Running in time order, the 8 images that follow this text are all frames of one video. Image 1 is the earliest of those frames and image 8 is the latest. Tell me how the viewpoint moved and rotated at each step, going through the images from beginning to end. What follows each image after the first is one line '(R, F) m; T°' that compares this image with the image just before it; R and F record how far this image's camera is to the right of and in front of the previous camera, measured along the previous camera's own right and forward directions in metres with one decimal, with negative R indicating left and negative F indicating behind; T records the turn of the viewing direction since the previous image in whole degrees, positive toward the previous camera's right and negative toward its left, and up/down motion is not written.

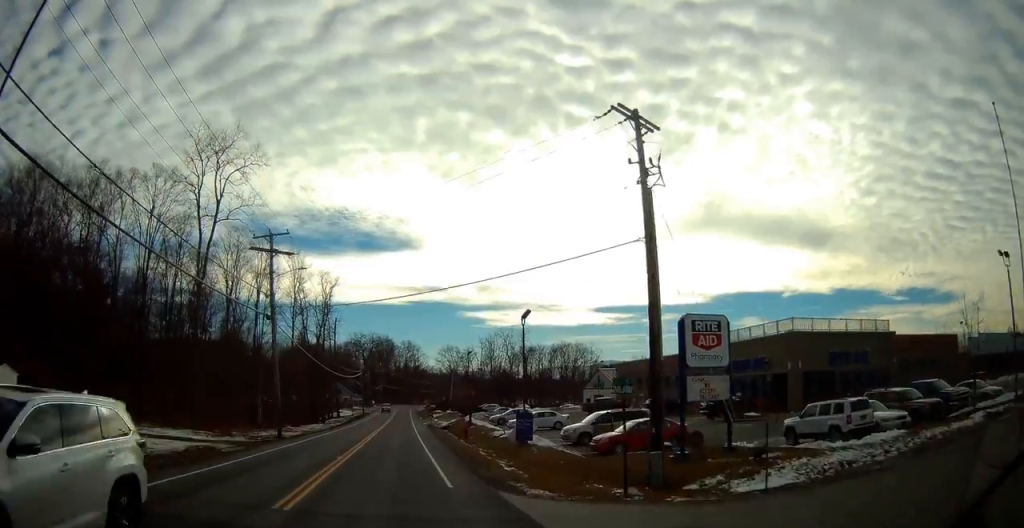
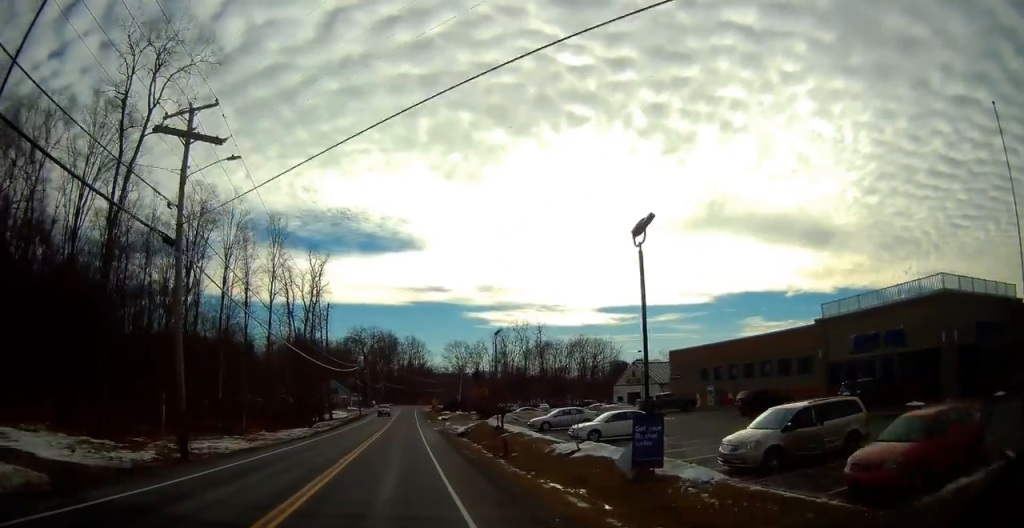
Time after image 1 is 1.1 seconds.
(0.0, +15.9) m; 0°
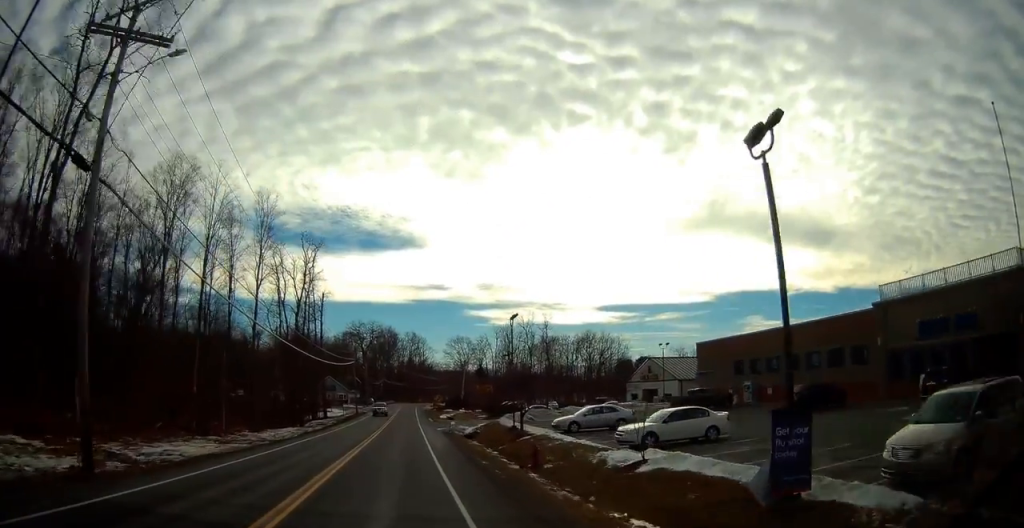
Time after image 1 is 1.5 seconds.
(0.0, +6.5) m; 0°
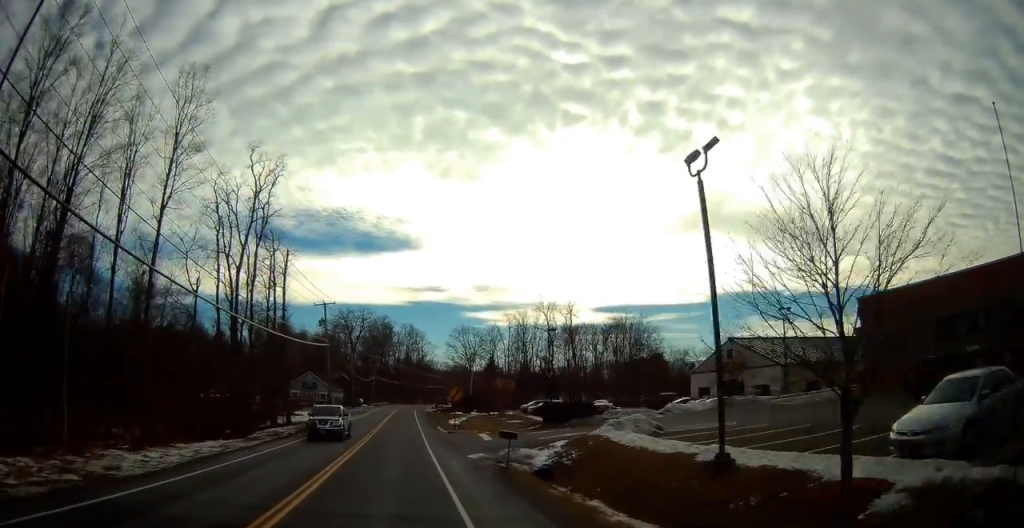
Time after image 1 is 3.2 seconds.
(0.0, +24.9) m; 0°
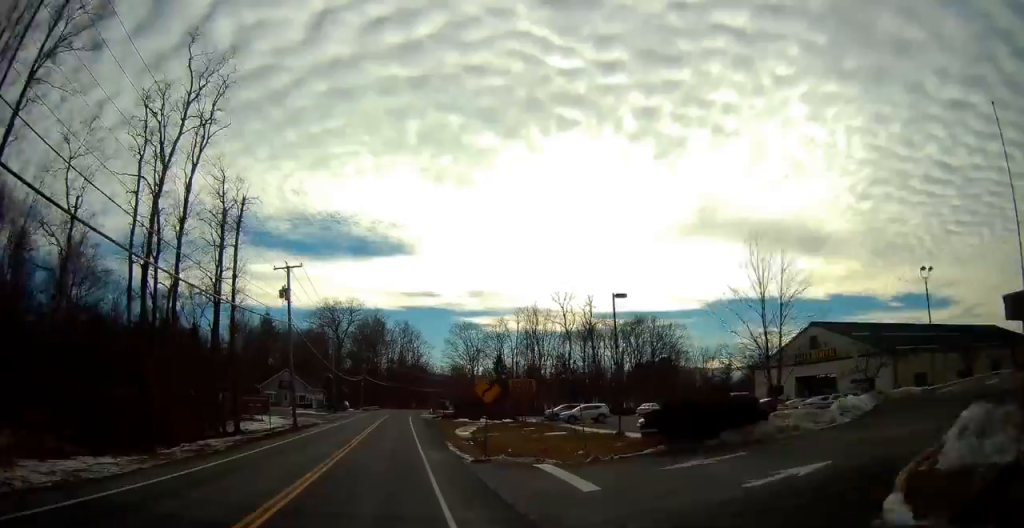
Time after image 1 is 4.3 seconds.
(0.0, +17.0) m; 0°
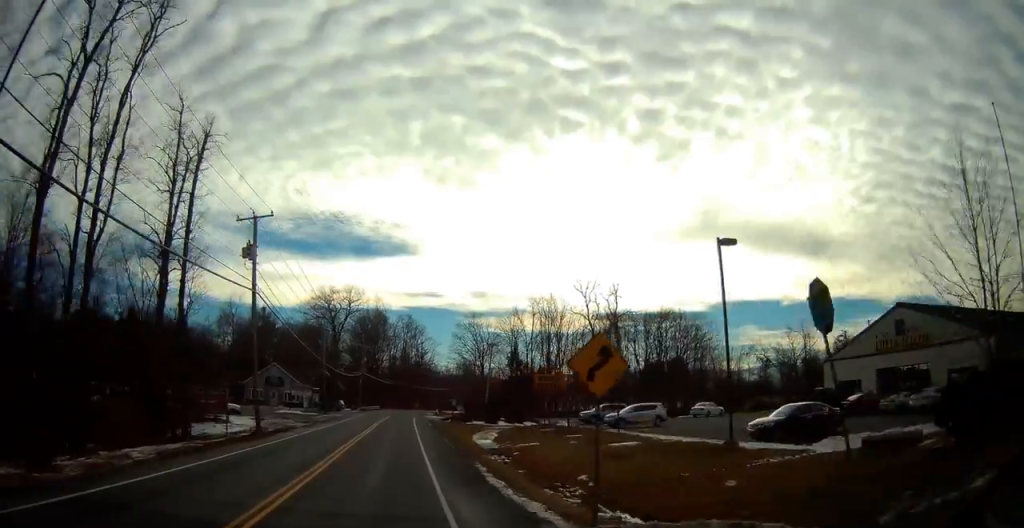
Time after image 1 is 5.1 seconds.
(0.0, +11.5) m; 0°
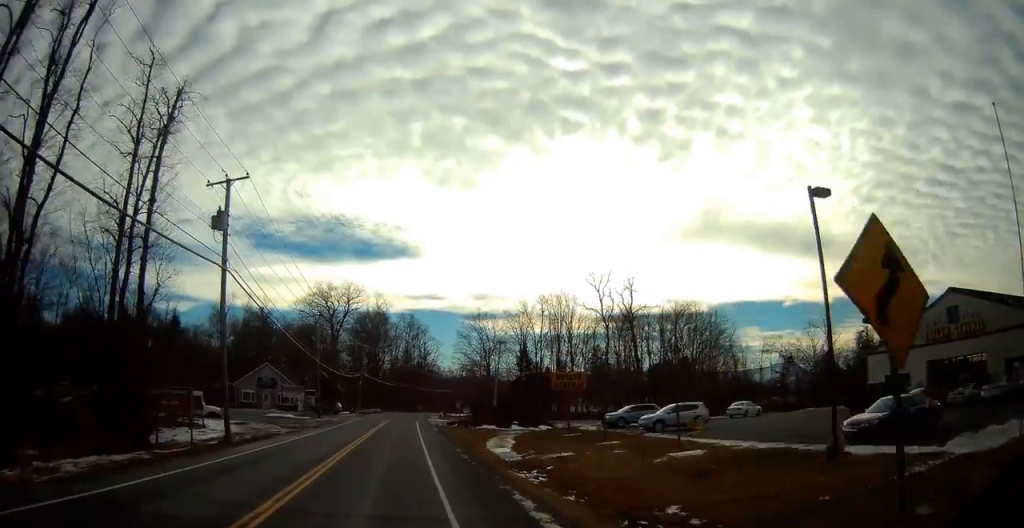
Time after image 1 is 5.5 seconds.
(0.0, +5.9) m; 0°
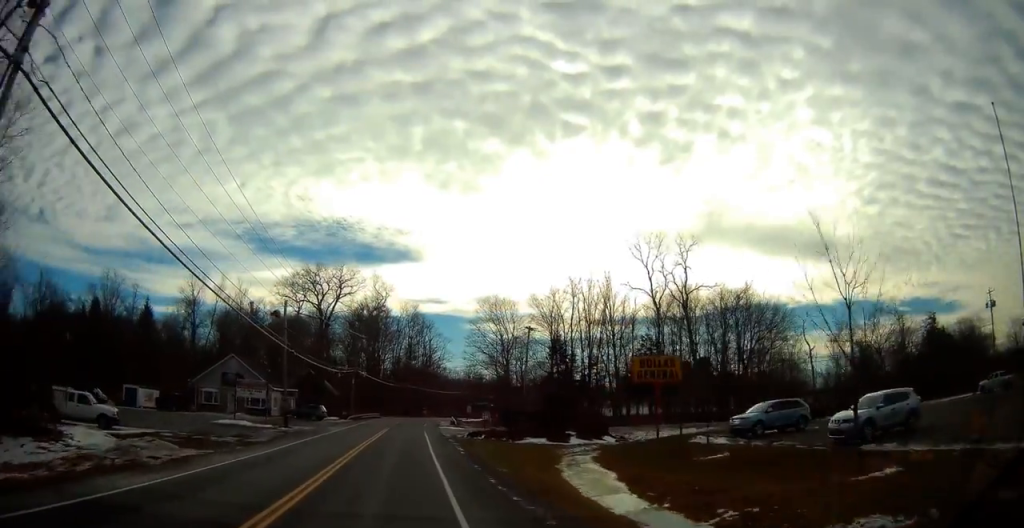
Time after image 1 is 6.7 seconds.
(0.0, +17.6) m; -1°
